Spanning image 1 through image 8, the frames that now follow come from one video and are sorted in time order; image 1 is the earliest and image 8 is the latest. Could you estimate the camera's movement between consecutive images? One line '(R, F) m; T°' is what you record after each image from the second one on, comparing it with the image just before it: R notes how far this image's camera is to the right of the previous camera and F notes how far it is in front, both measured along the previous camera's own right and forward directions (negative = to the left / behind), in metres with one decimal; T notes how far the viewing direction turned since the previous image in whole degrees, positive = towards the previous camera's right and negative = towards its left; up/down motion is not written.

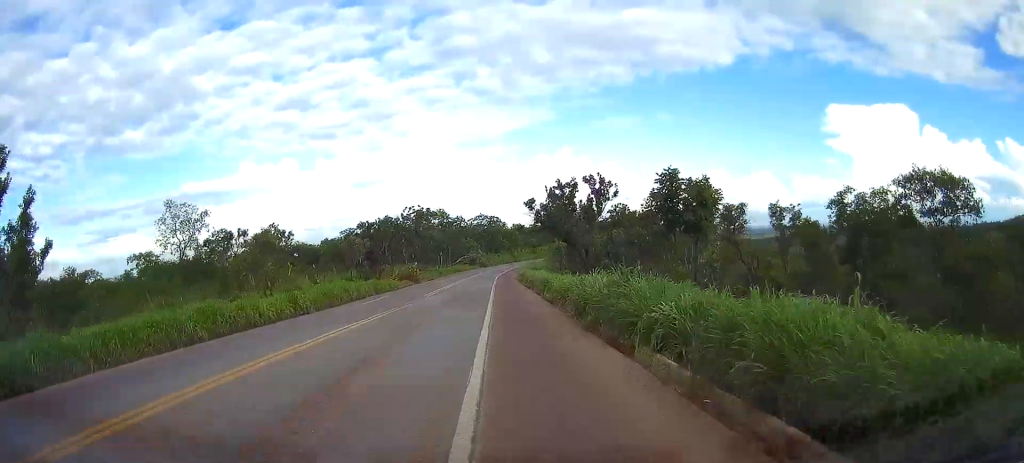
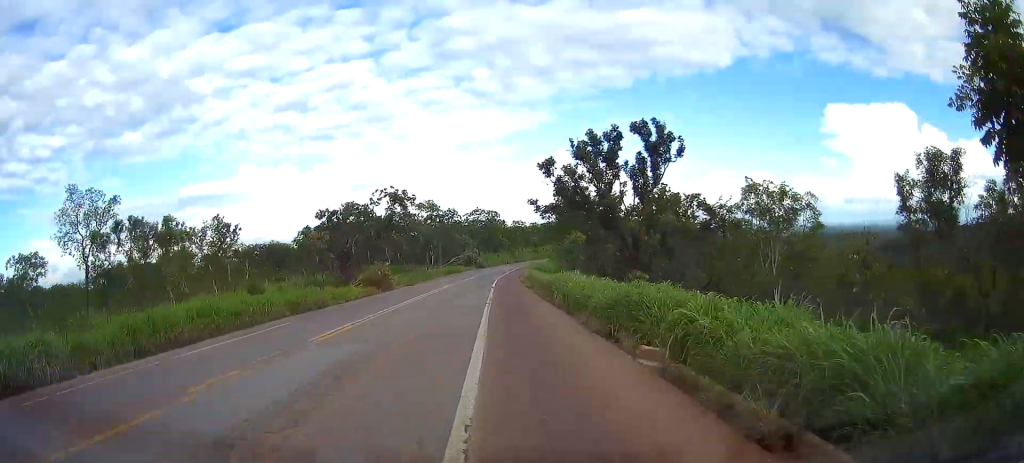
(0.0, +20.2) m; -1°
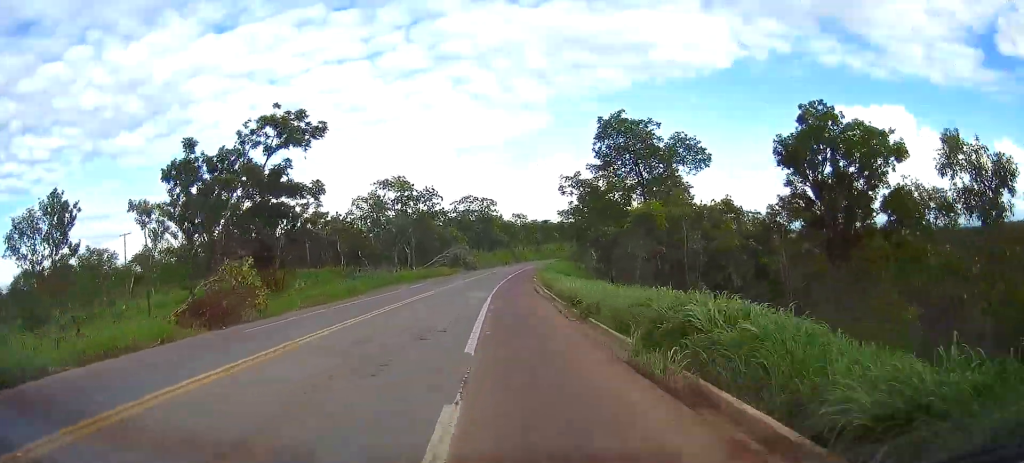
(-0.7, +33.4) m; 0°
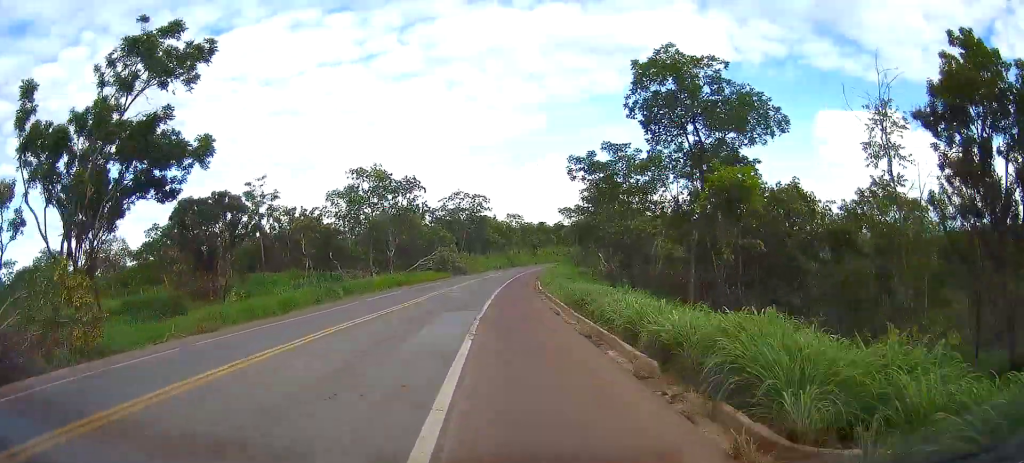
(+0.3, +13.1) m; +1°
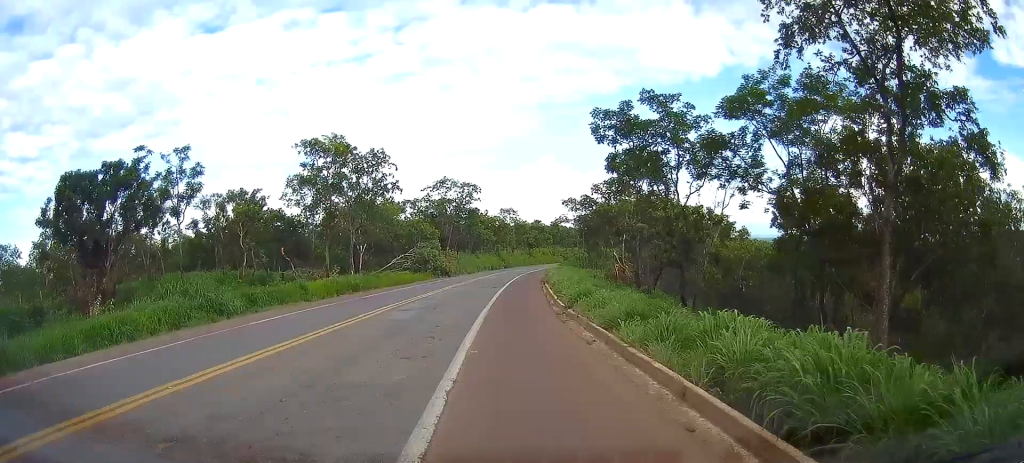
(+0.4, +16.2) m; +1°
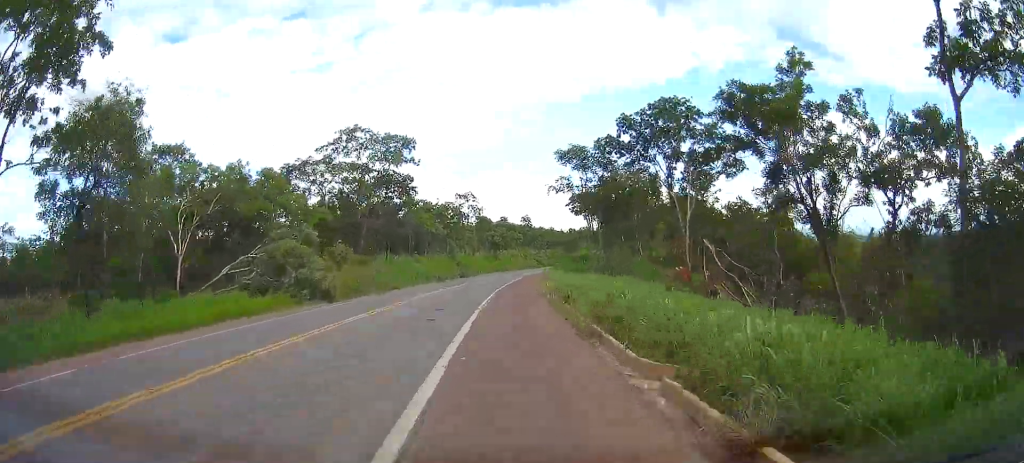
(+0.4, +41.1) m; +2°
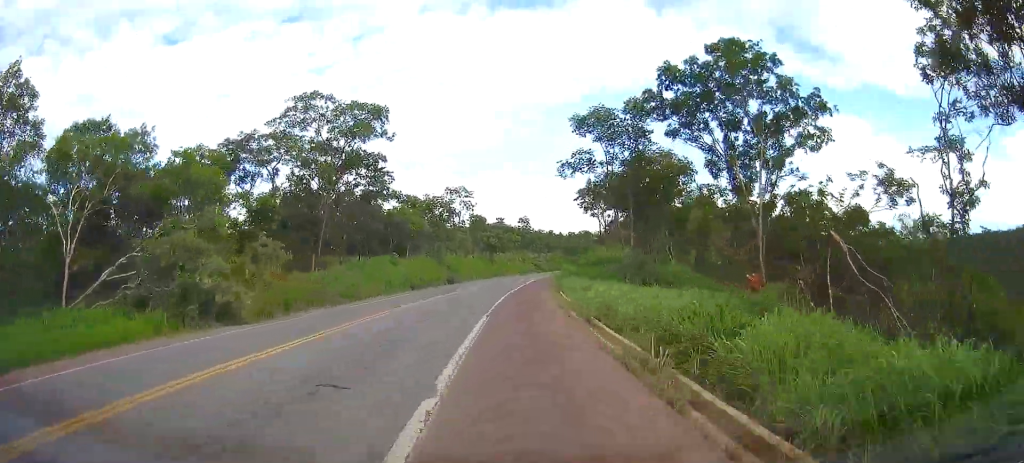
(0.0, +12.8) m; 0°
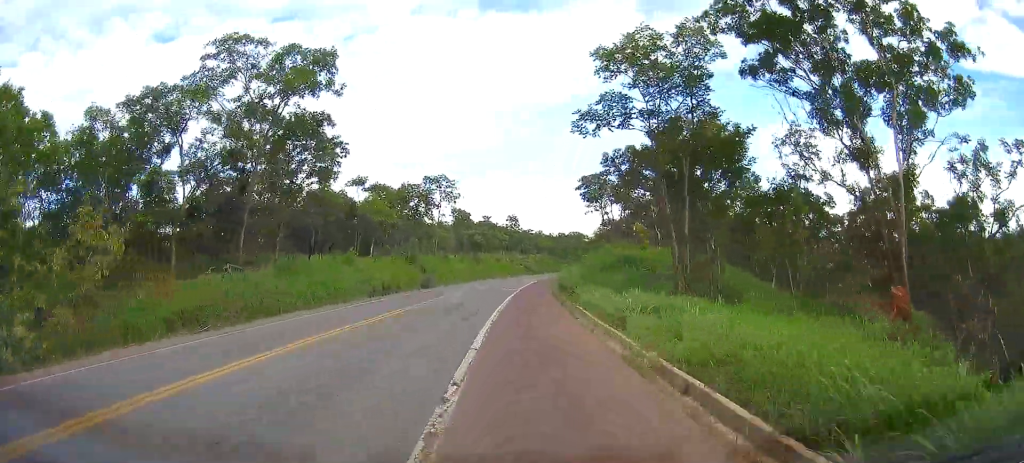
(-0.1, +12.7) m; 0°
